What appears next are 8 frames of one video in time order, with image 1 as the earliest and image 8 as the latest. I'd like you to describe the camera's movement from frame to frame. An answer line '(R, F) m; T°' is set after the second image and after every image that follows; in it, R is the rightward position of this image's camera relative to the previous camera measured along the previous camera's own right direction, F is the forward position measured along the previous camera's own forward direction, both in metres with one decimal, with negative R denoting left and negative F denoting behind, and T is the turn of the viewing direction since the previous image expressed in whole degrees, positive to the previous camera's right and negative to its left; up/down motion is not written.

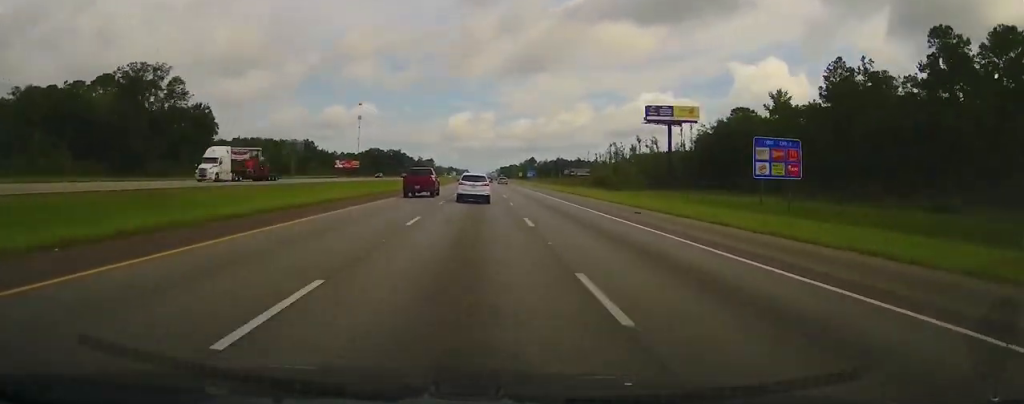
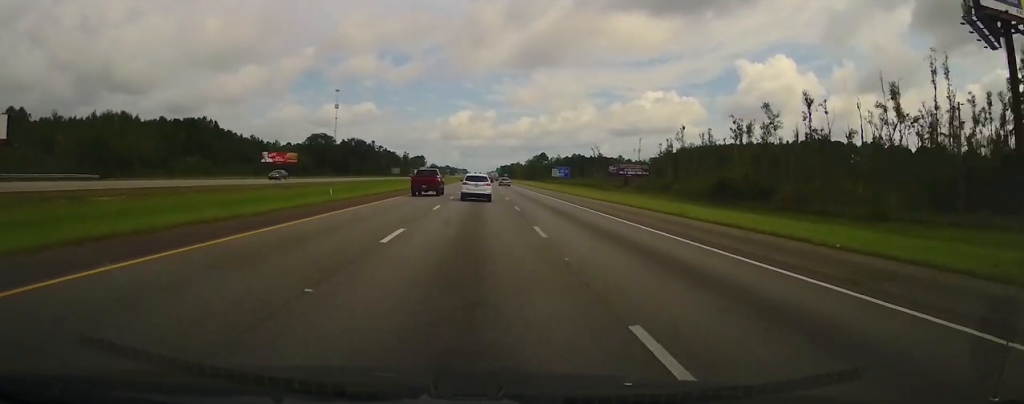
(-0.2, +112.4) m; 0°
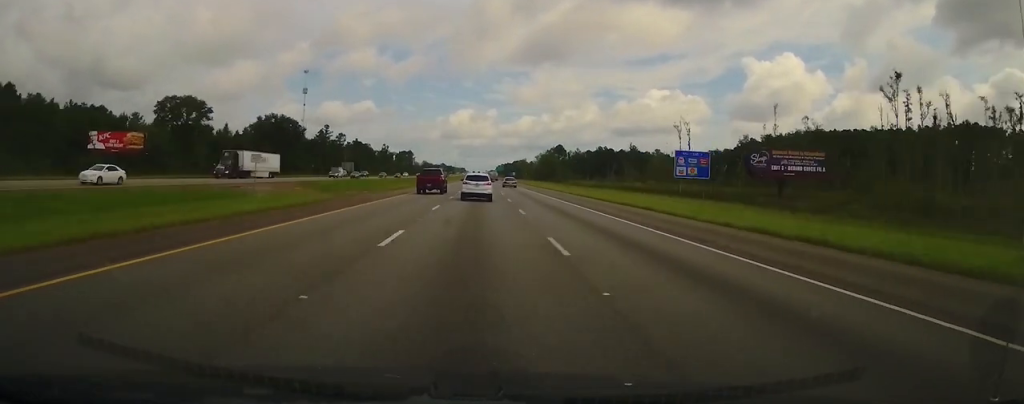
(+0.1, +102.9) m; 0°
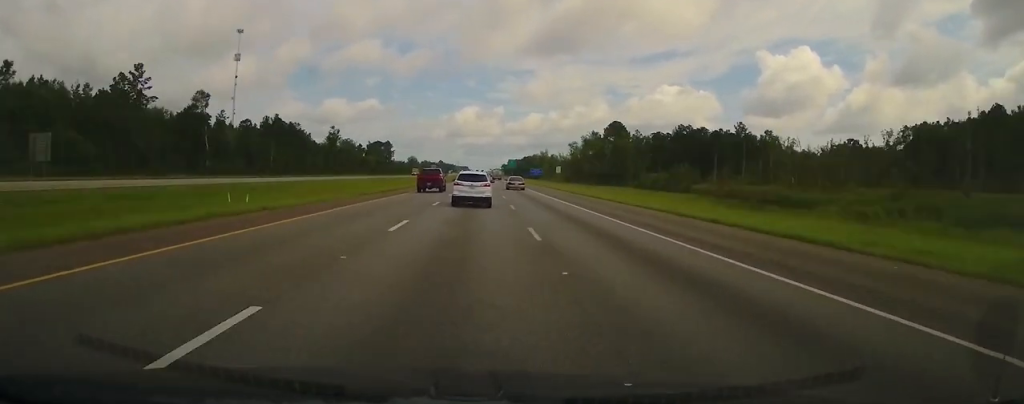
(-0.3, +150.6) m; 0°
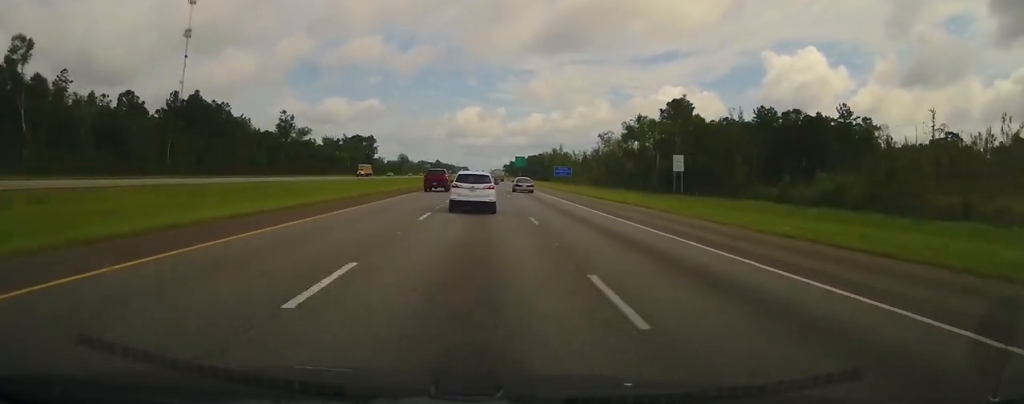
(-0.4, +68.2) m; 0°
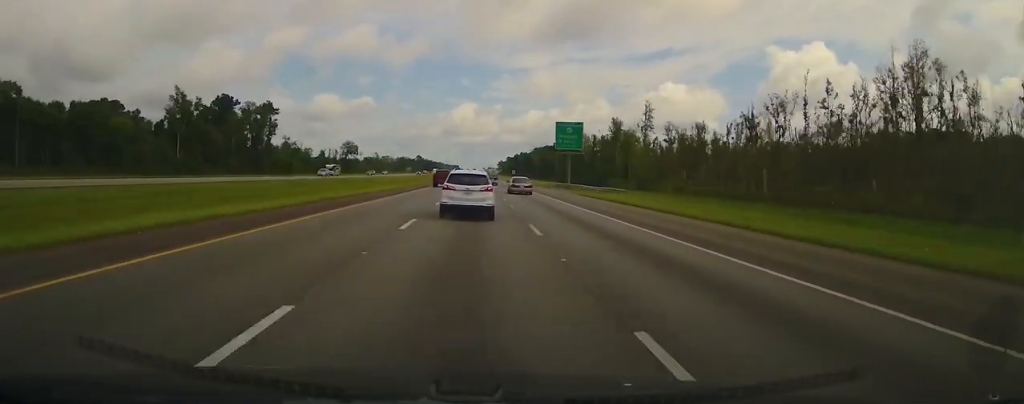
(+1.1, +171.7) m; 0°
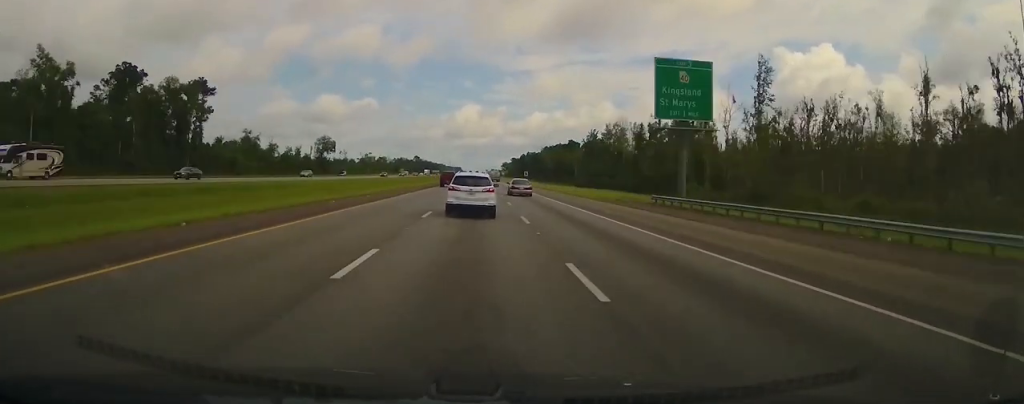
(-0.1, +57.1) m; 0°
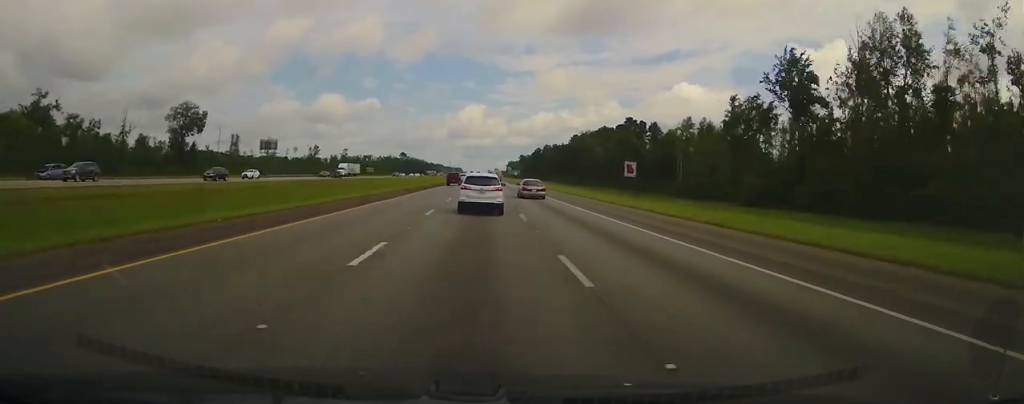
(-0.4, +139.0) m; 0°
